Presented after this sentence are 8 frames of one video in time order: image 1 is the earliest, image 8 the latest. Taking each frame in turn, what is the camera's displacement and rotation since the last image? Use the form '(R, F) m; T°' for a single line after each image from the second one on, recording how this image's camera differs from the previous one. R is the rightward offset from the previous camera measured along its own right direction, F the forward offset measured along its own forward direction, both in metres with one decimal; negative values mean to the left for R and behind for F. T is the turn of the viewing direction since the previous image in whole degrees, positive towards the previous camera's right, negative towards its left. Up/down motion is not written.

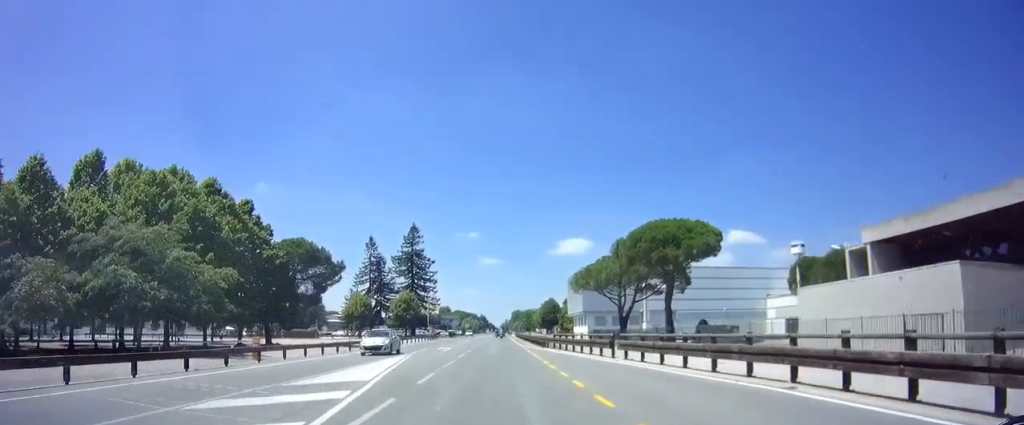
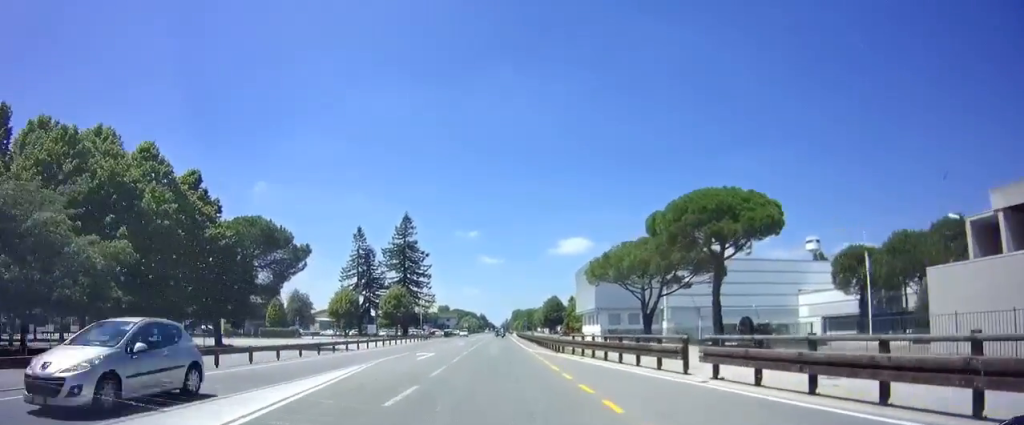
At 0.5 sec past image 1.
(+0.1, +9.6) m; 0°
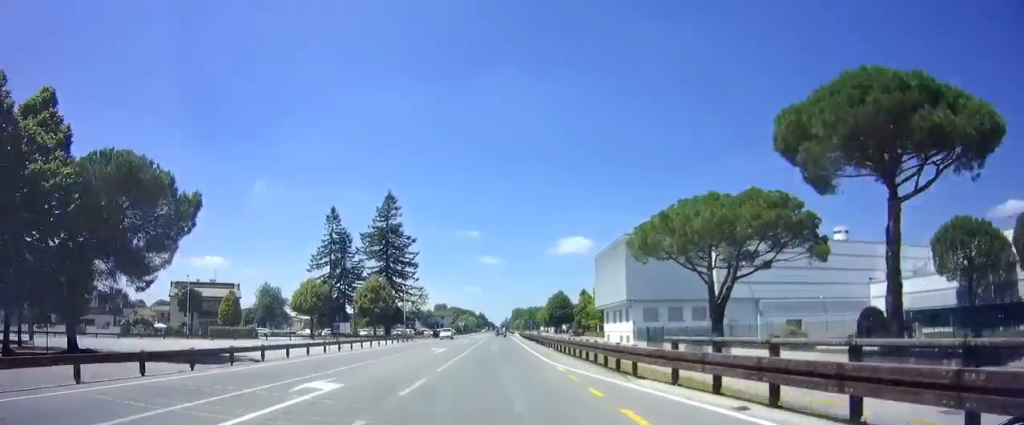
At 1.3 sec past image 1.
(+0.1, +17.2) m; 0°
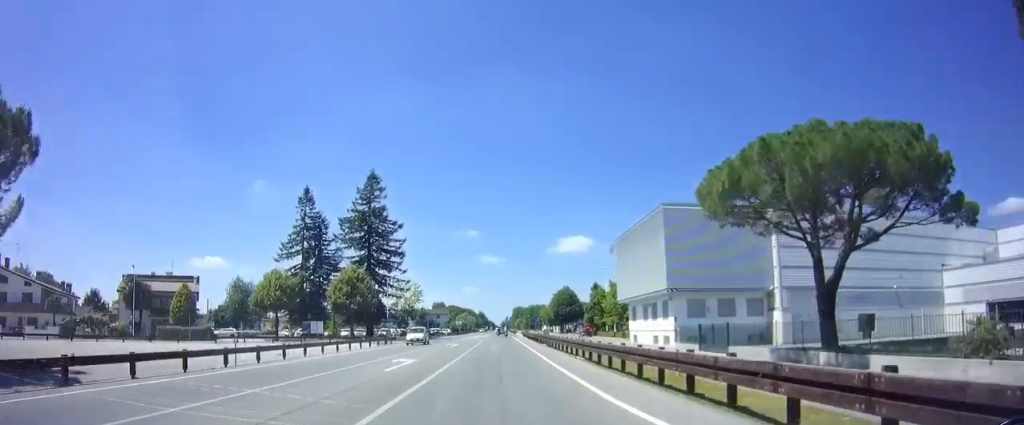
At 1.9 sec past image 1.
(0.0, +13.1) m; 0°
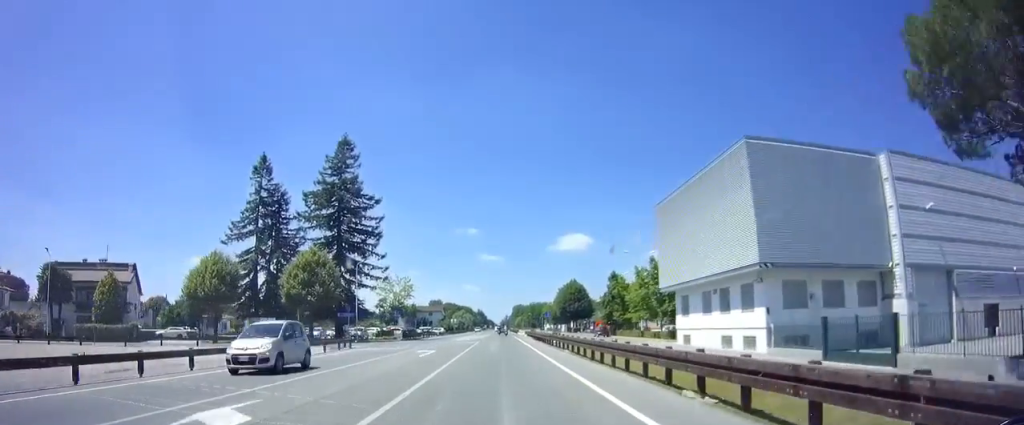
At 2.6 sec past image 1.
(+0.1, +13.7) m; 0°
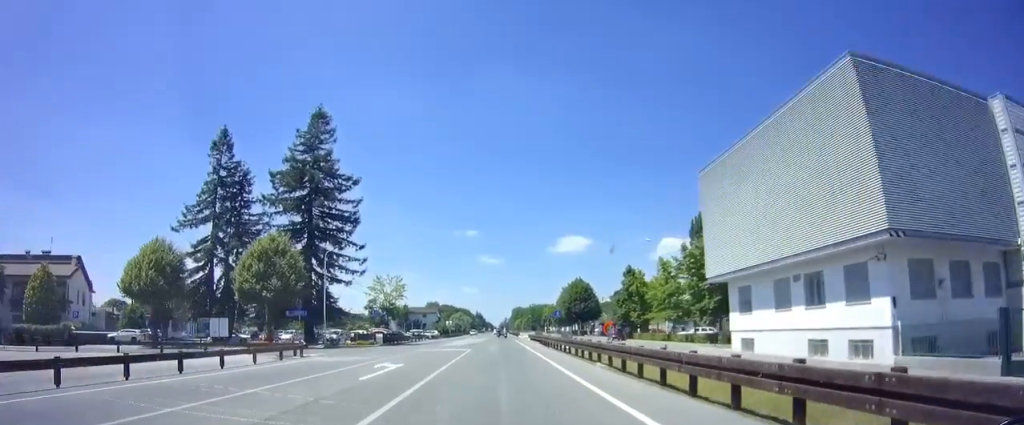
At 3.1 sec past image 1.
(-0.1, +9.4) m; 0°
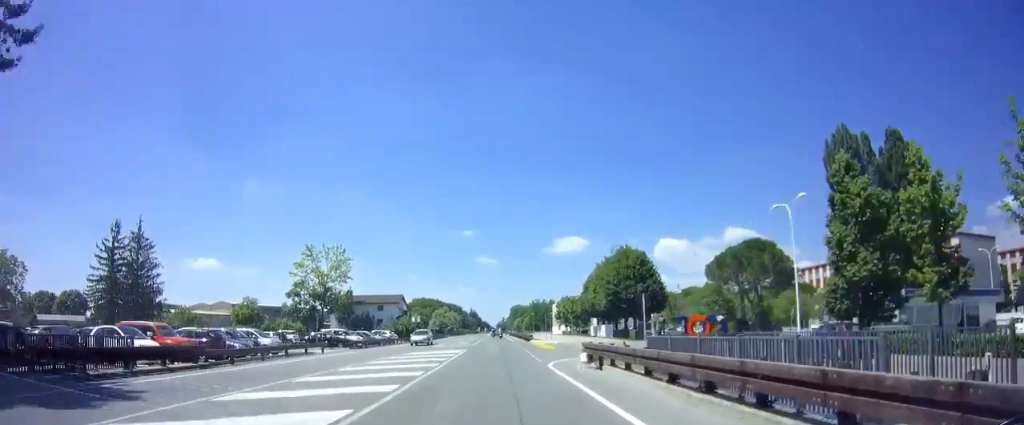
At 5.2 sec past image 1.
(+0.4, +43.8) m; +1°
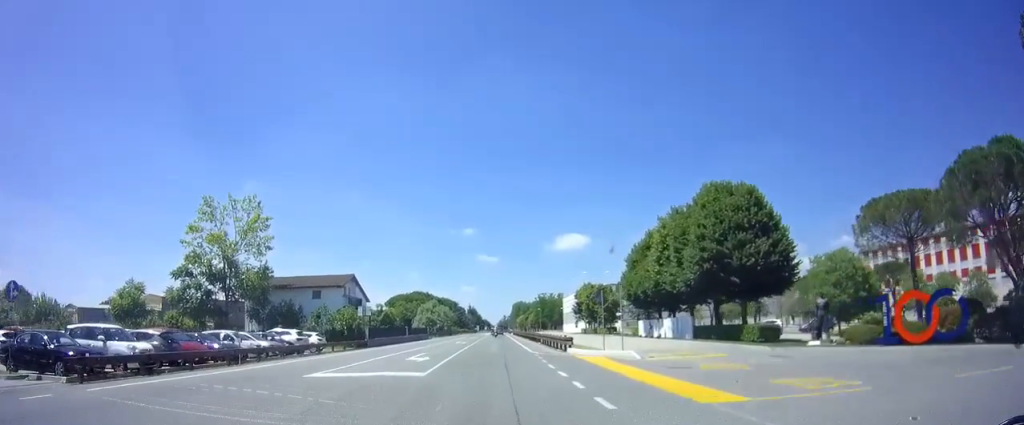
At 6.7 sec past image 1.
(-0.3, +28.8) m; 0°
